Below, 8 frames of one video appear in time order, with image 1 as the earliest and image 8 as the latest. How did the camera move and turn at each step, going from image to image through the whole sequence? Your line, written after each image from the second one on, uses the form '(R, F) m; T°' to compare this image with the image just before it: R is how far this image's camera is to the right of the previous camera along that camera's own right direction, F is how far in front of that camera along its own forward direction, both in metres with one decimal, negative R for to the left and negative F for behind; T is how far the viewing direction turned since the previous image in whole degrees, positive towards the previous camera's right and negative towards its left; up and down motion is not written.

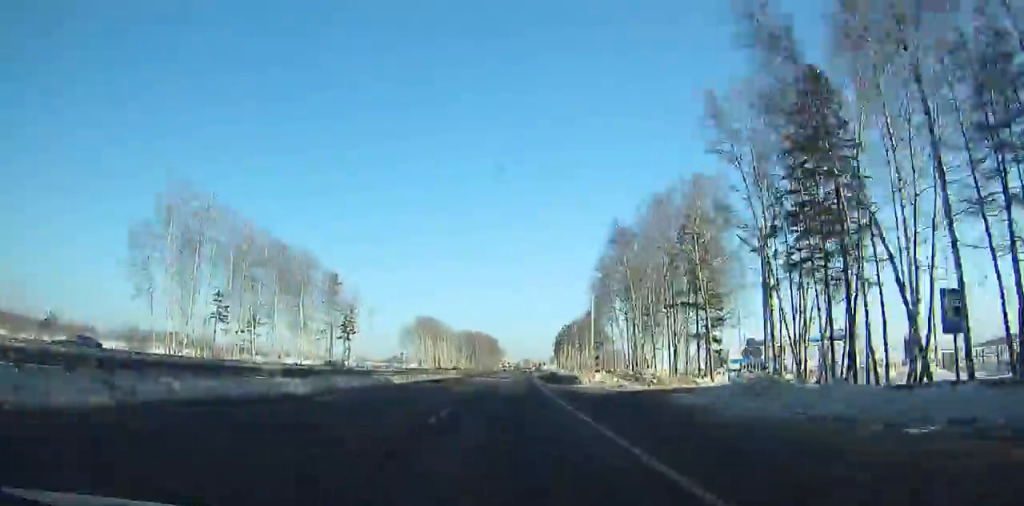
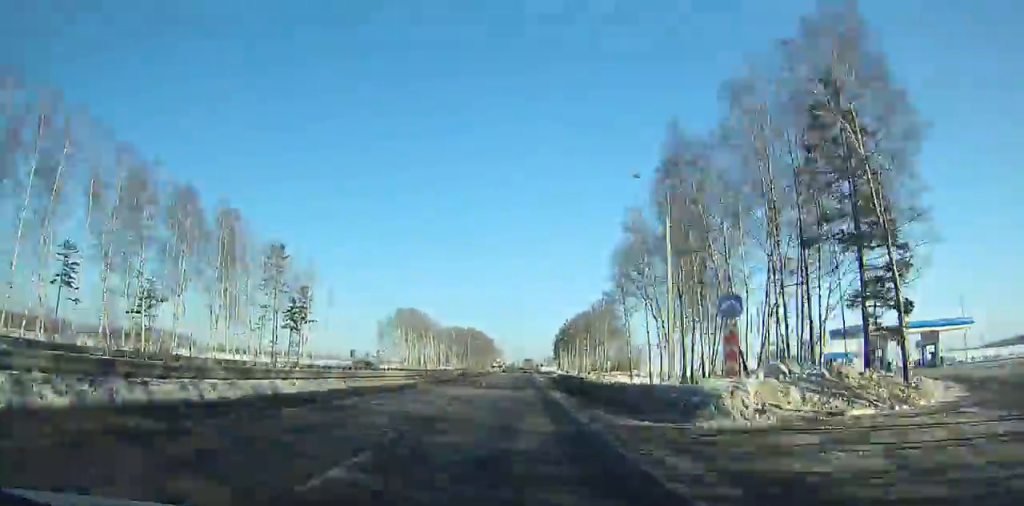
(+0.1, +32.2) m; 0°
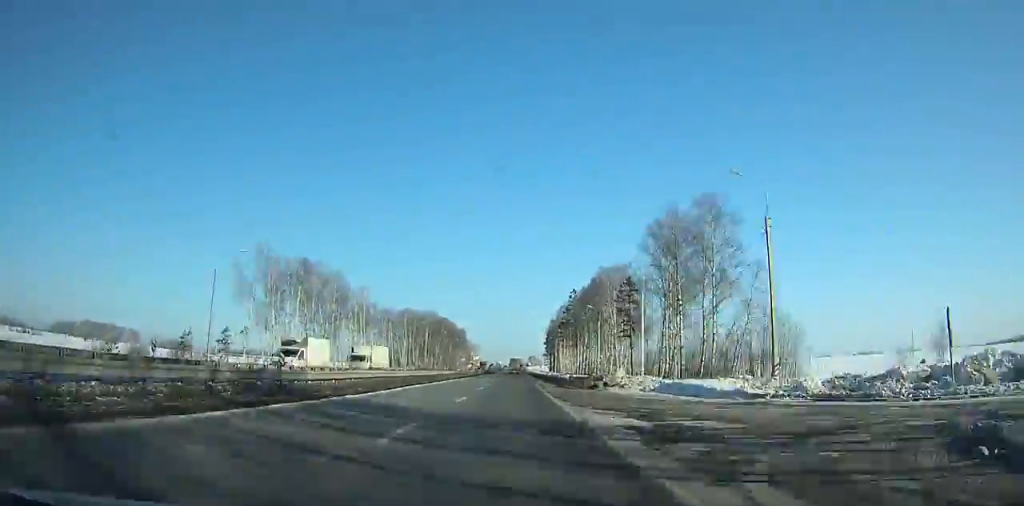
(+0.3, +91.3) m; +1°
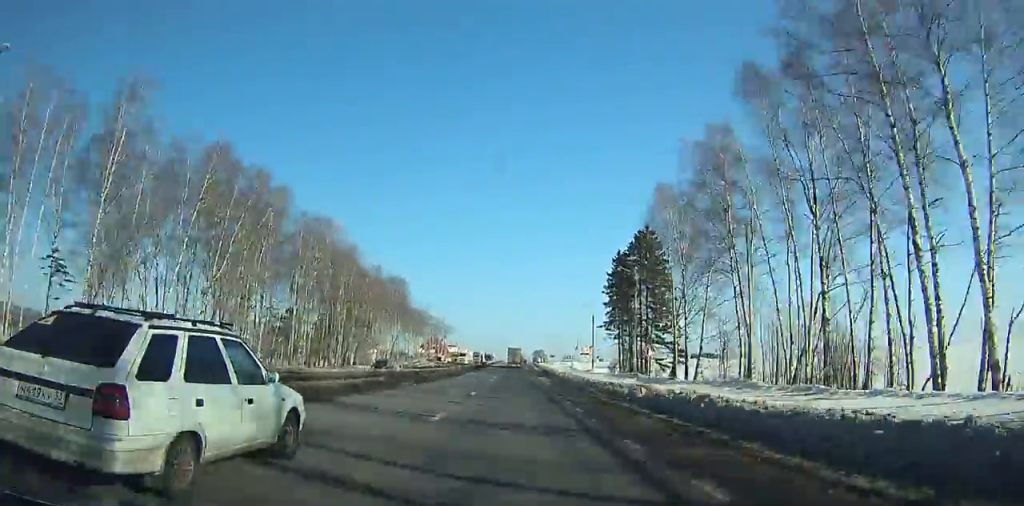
(+1.5, +176.3) m; +1°
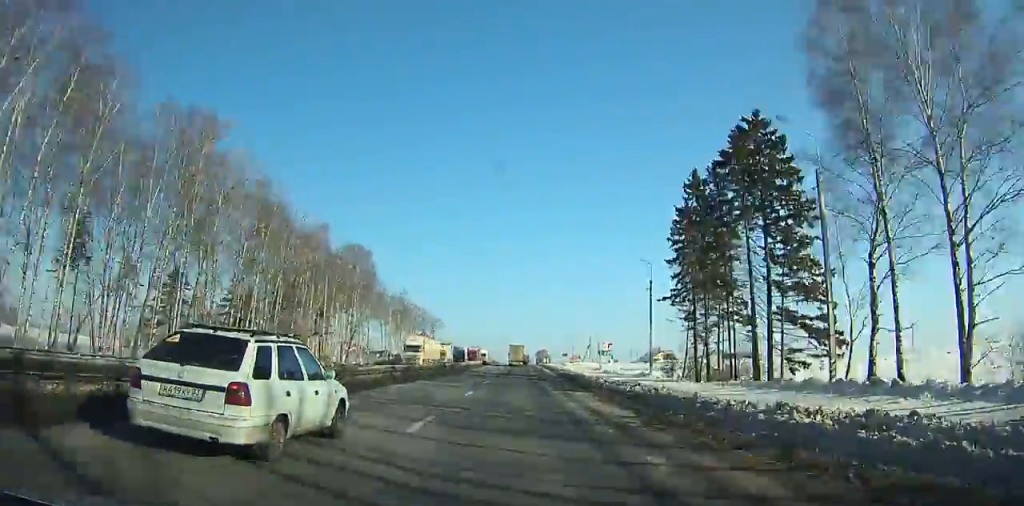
(0.0, +38.2) m; 0°
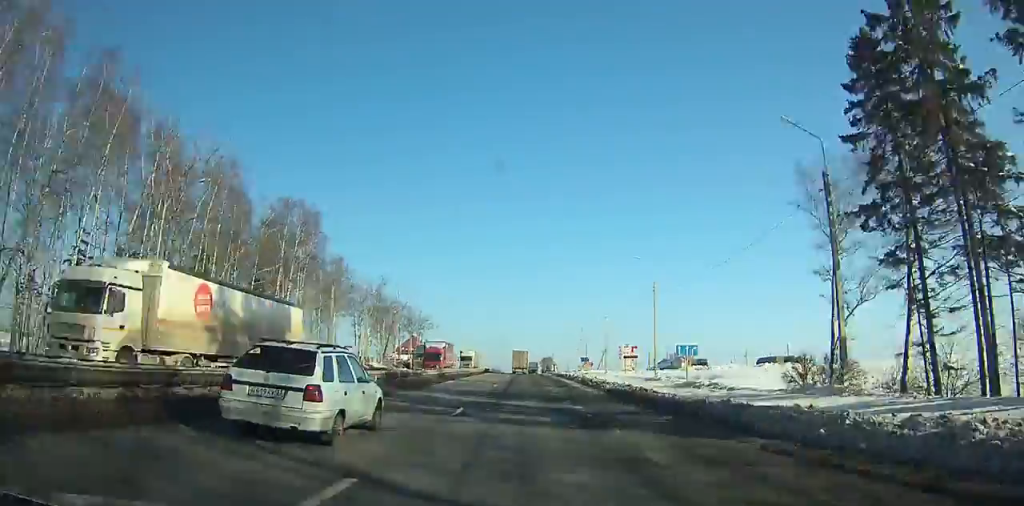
(0.0, +30.4) m; 0°
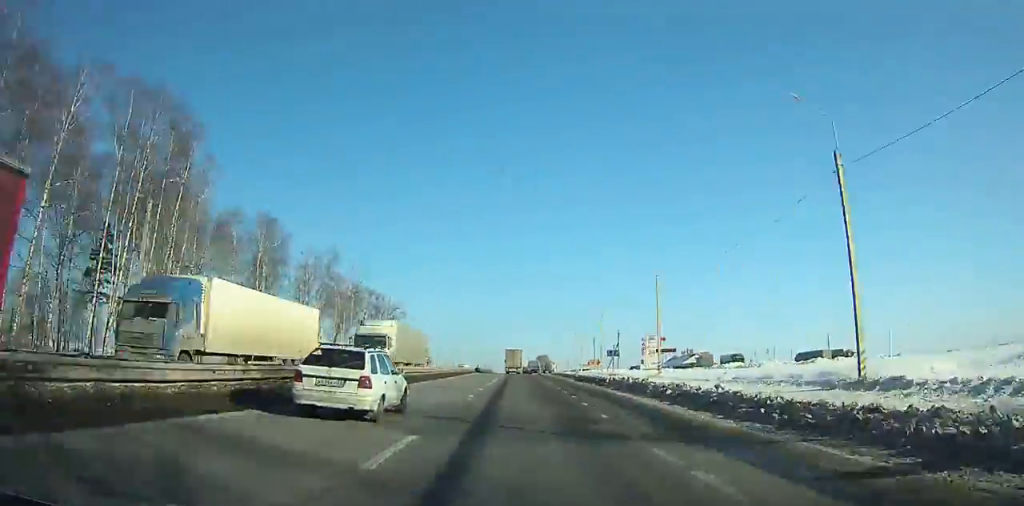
(0.0, +32.6) m; 0°
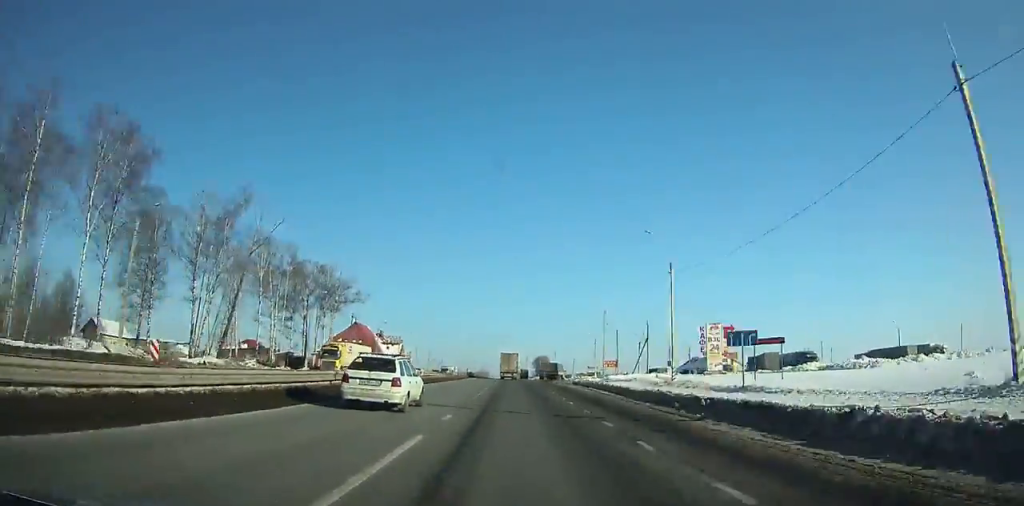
(+0.3, +36.2) m; 0°
